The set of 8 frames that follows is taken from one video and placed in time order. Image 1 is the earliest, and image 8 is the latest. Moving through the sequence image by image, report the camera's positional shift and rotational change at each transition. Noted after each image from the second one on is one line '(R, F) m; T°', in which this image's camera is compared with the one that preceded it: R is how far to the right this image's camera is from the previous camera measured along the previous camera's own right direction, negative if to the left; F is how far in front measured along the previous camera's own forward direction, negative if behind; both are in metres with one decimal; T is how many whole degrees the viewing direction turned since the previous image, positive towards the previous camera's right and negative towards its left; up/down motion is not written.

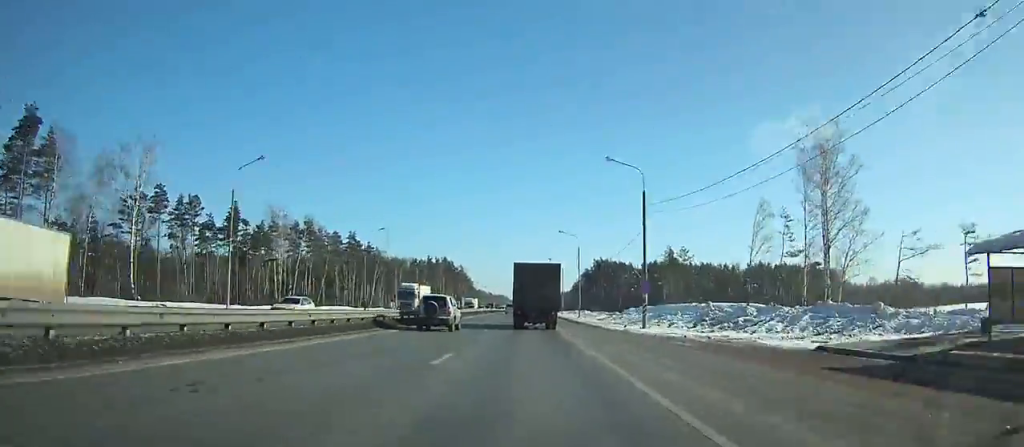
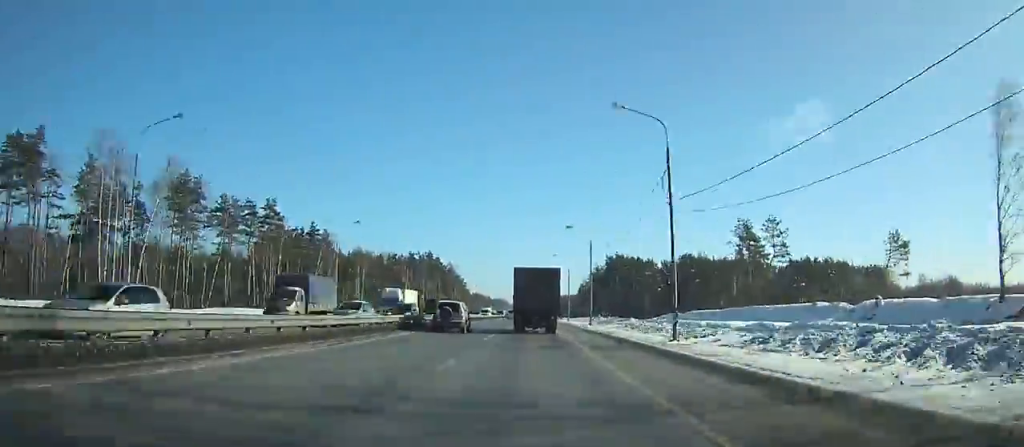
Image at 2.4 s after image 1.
(-0.1, +47.2) m; 0°
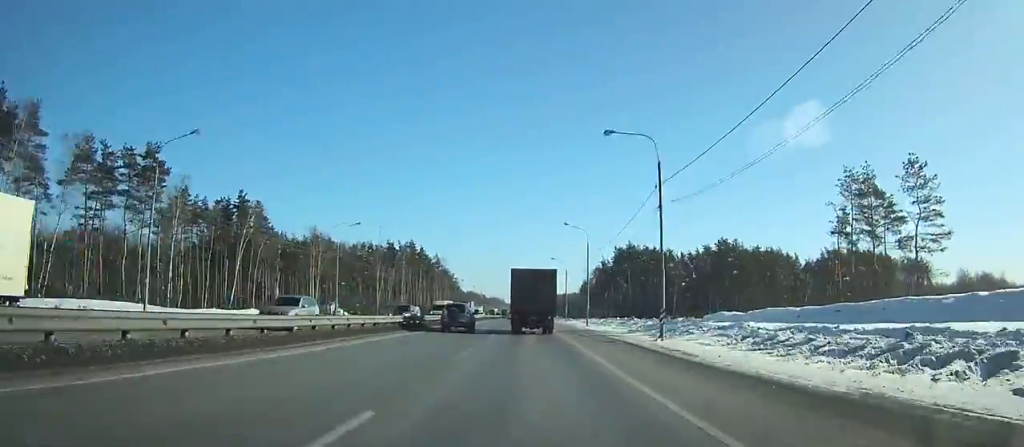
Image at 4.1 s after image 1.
(+0.1, +33.5) m; 0°
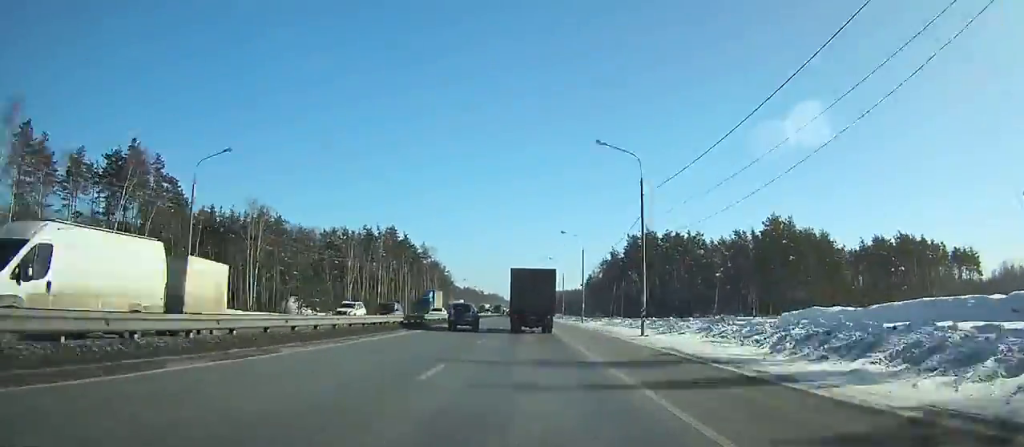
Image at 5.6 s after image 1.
(+0.1, +29.7) m; 0°
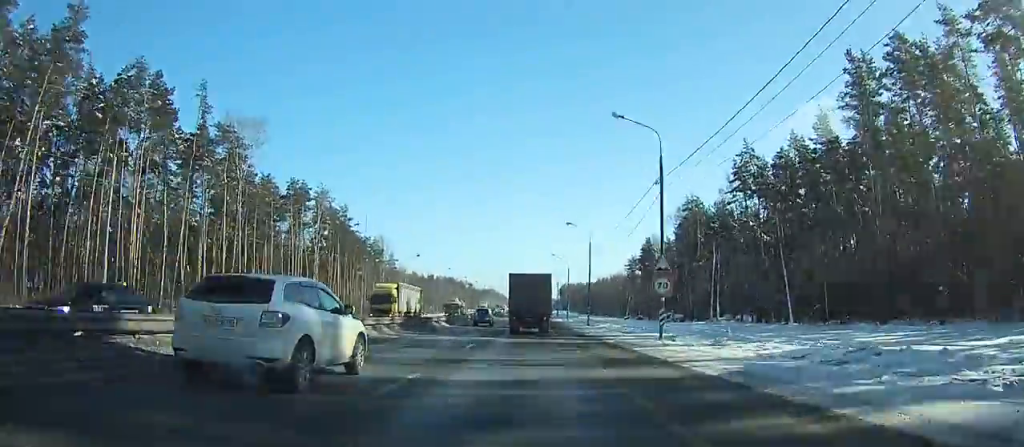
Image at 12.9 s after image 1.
(-0.7, +144.8) m; -1°
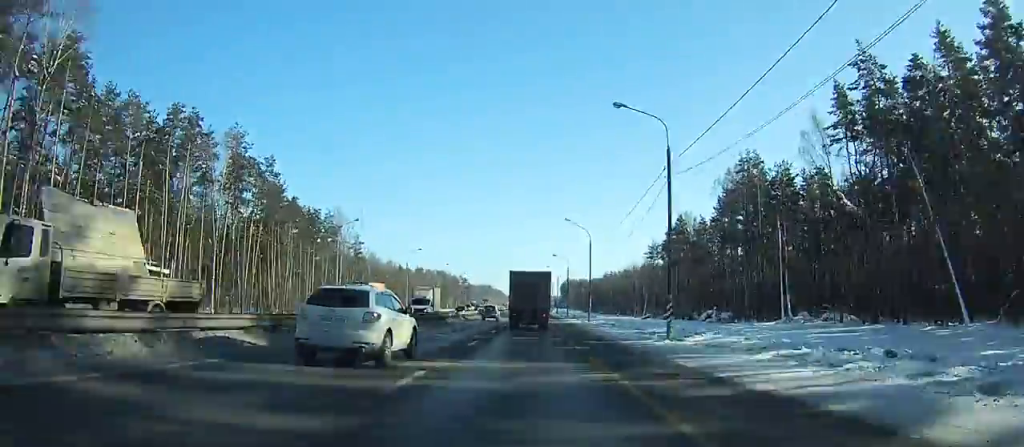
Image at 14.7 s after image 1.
(-0.1, +35.9) m; 0°
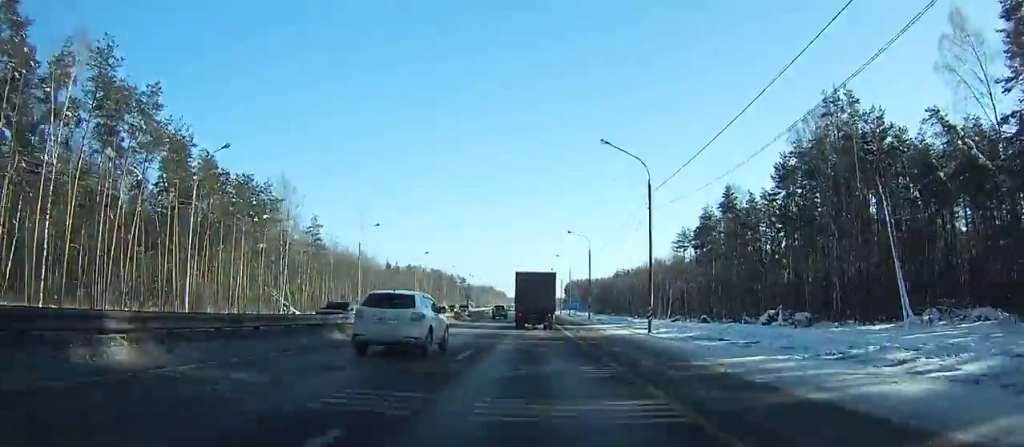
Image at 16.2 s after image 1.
(0.0, +30.0) m; 0°
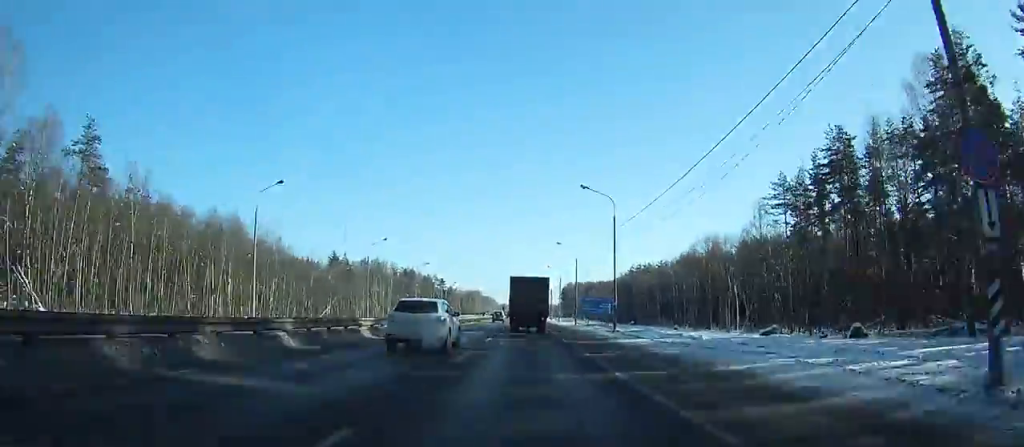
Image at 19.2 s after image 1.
(+0.1, +59.9) m; 0°
